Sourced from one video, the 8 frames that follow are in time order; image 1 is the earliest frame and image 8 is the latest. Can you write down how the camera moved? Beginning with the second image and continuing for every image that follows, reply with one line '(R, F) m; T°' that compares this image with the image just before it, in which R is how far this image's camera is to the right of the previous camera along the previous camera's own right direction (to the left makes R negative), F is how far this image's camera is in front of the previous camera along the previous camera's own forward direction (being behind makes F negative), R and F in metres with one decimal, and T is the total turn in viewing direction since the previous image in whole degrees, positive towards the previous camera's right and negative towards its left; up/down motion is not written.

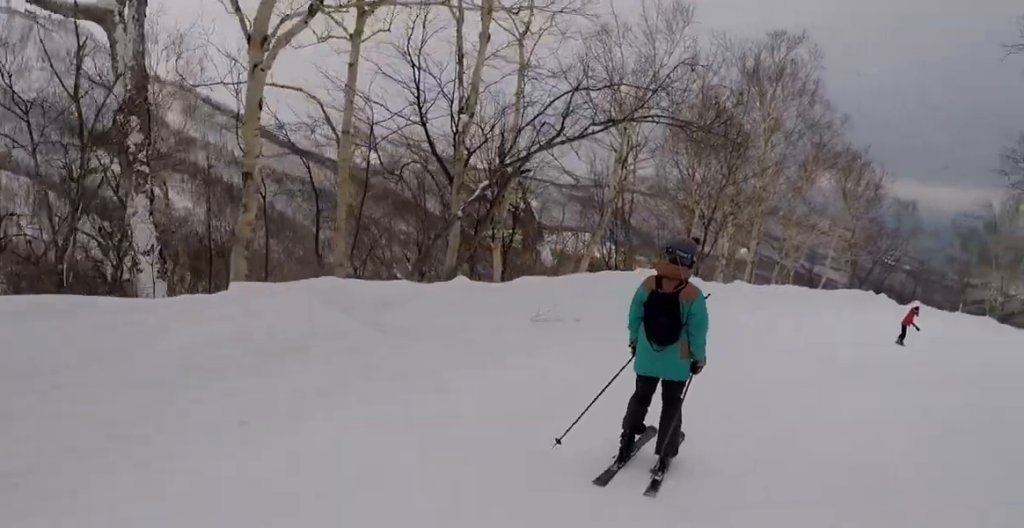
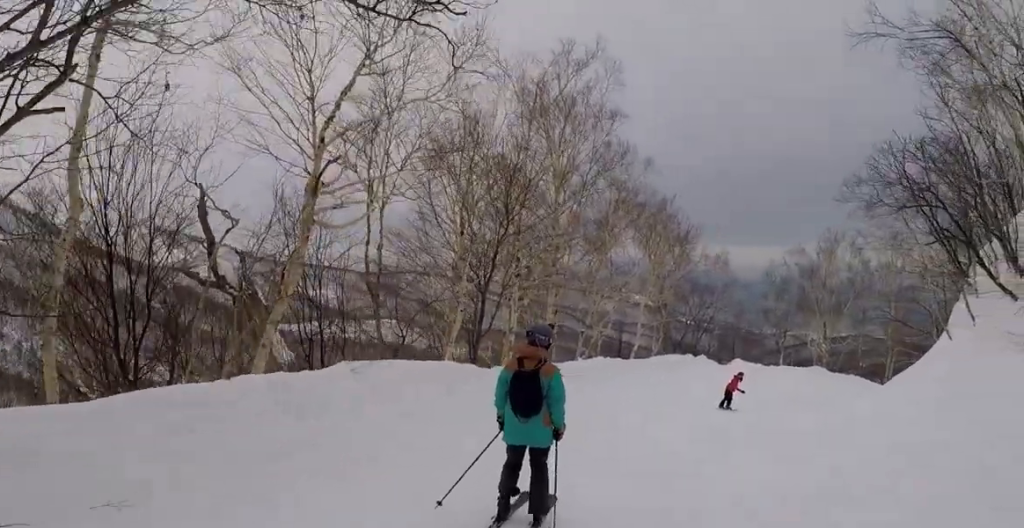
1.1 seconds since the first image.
(+0.2, +6.5) m; +2°
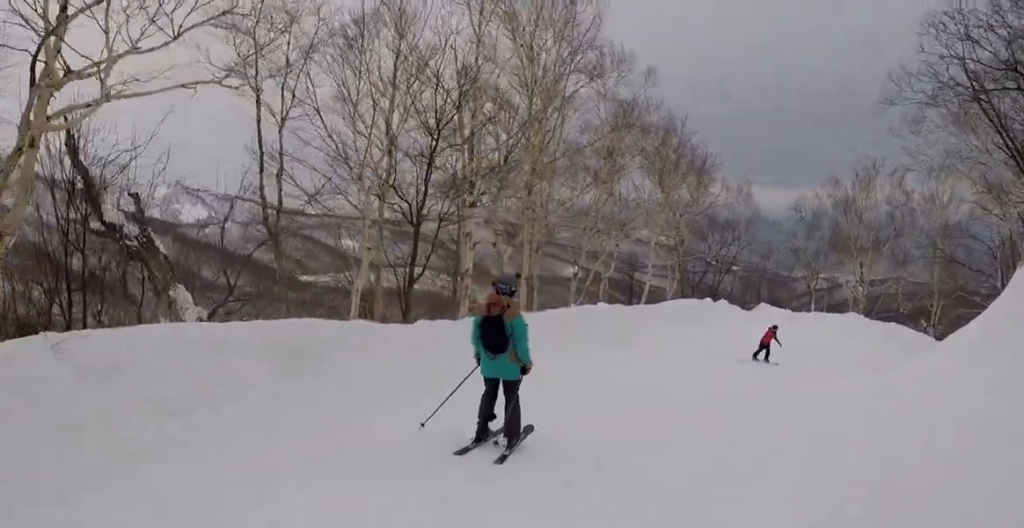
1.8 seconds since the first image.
(0.0, +4.9) m; 0°
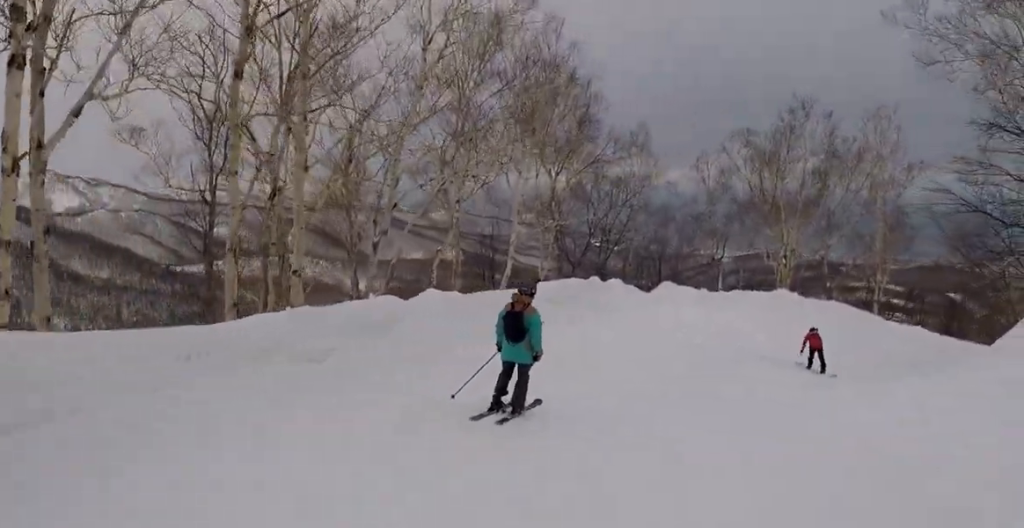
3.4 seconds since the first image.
(+0.4, +11.2) m; +12°
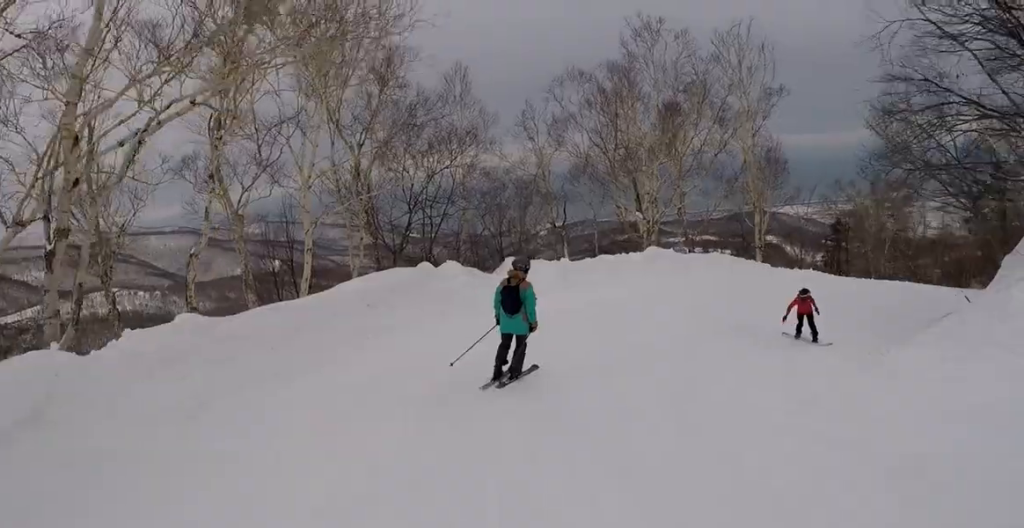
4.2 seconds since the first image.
(+0.7, +6.1) m; +15°
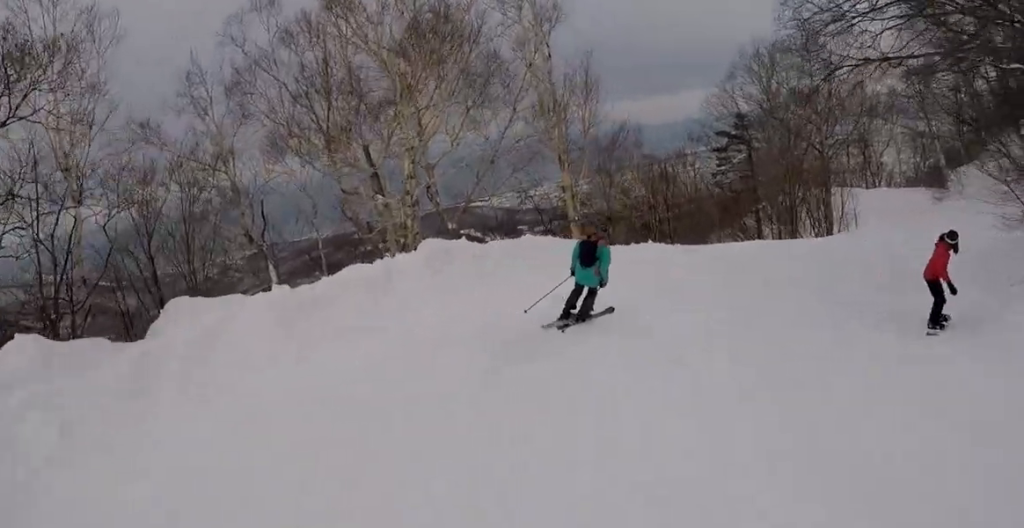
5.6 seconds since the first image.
(+3.4, +10.2) m; +34°
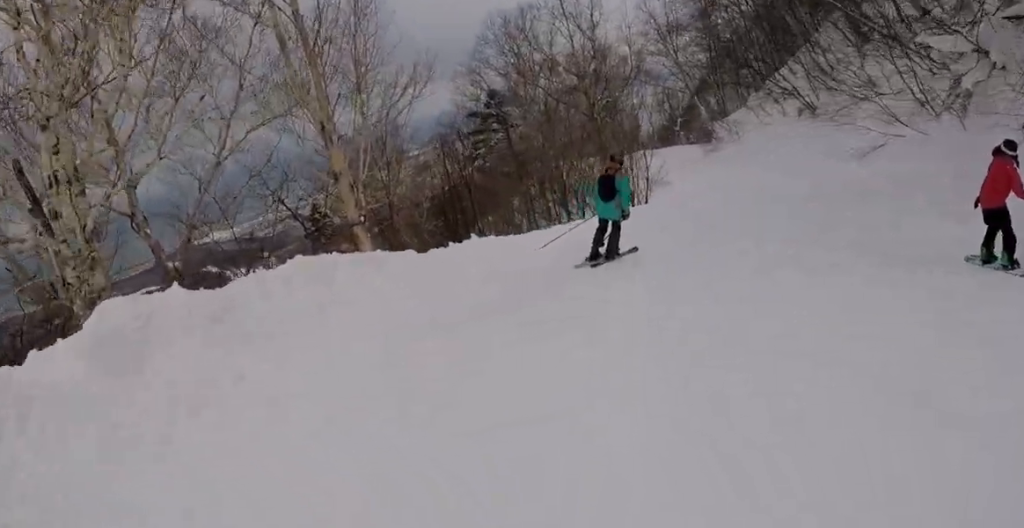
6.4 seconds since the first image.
(+1.2, +6.5) m; +16°
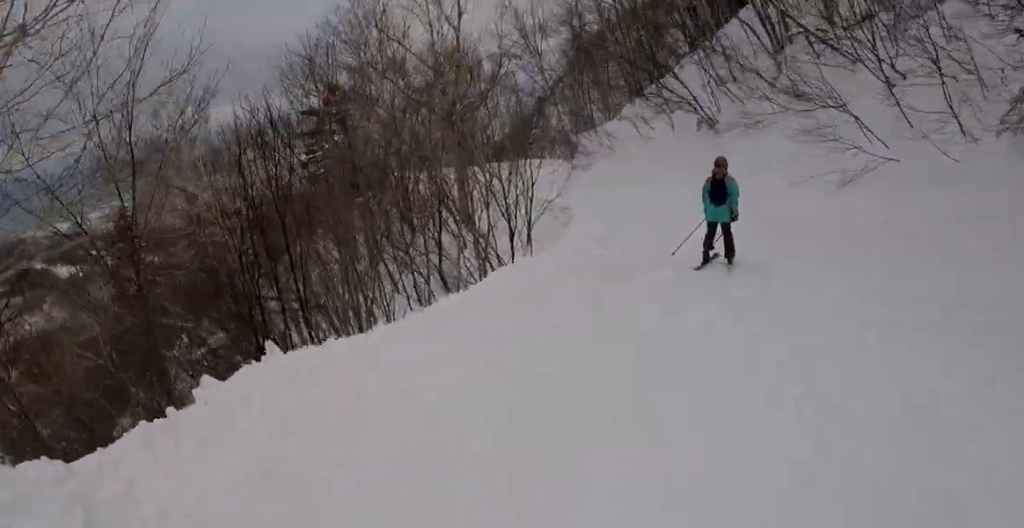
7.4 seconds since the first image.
(+0.6, +7.8) m; +15°
